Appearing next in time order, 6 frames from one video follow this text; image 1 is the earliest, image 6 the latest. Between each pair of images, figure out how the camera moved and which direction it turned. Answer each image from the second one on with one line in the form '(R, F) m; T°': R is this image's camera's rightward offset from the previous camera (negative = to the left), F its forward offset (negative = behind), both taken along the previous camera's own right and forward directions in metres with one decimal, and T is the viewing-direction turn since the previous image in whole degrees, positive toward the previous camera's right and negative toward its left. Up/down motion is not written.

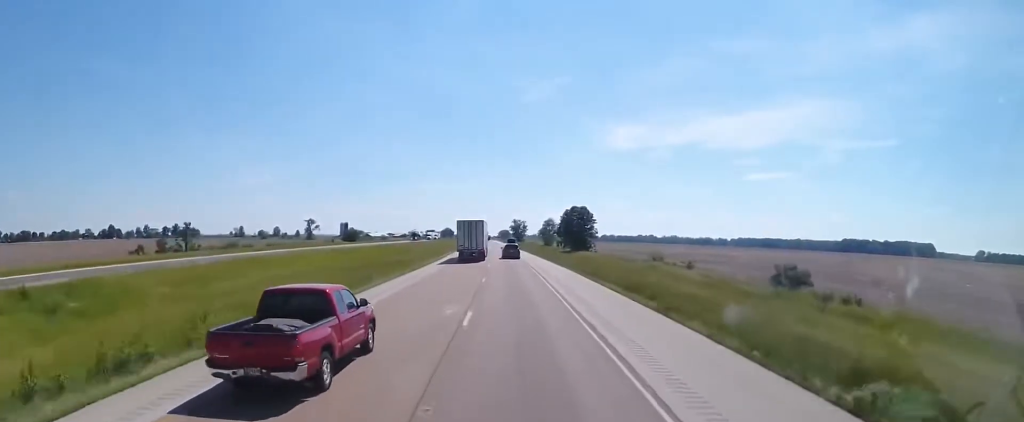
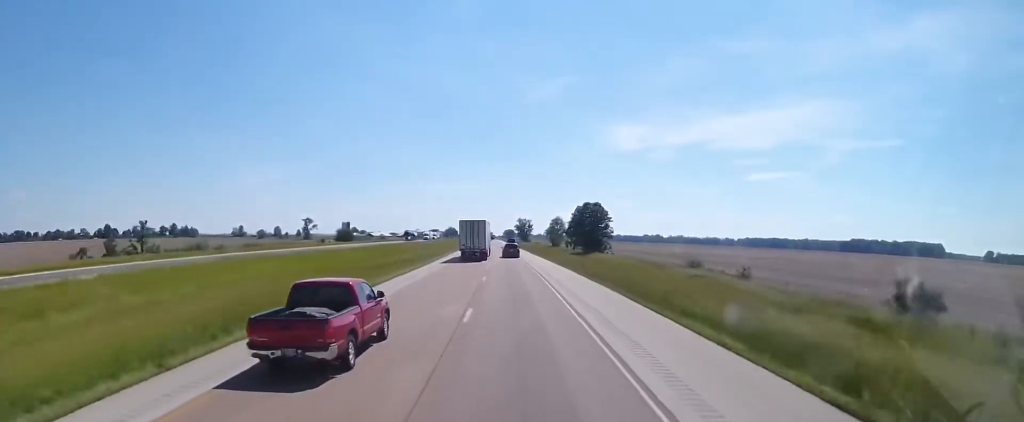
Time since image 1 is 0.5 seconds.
(0.0, +14.8) m; 0°
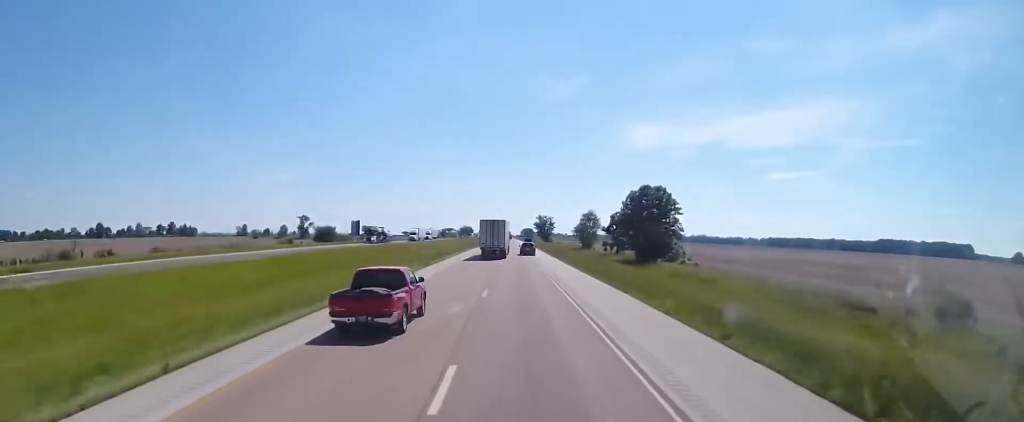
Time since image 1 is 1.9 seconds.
(-0.3, +40.1) m; -1°
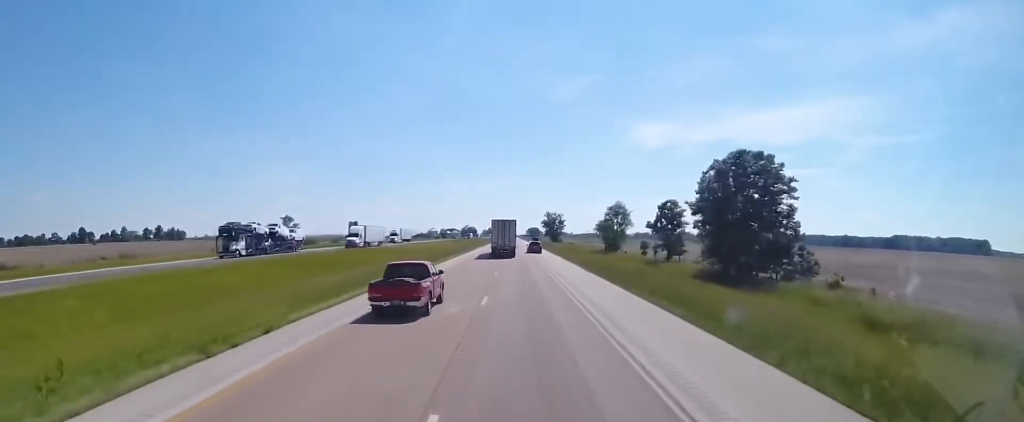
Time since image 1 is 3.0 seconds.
(-0.4, +34.4) m; -1°
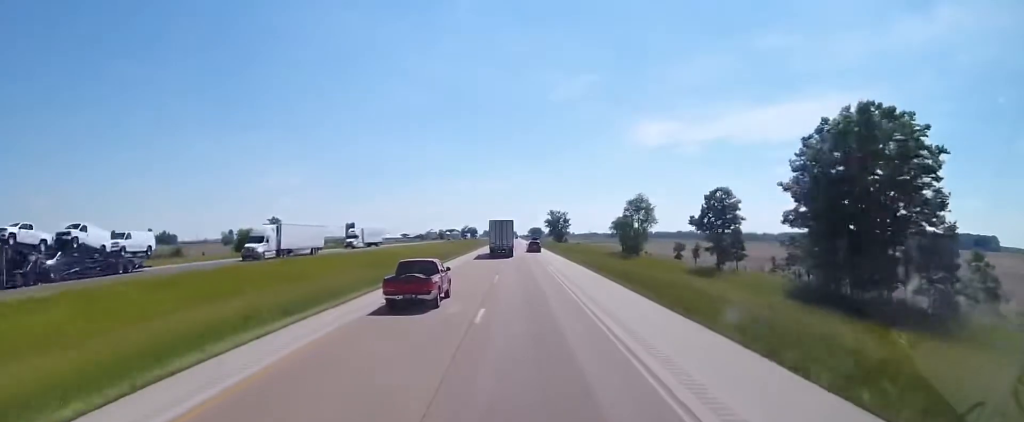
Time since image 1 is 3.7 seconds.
(0.0, +19.6) m; -1°
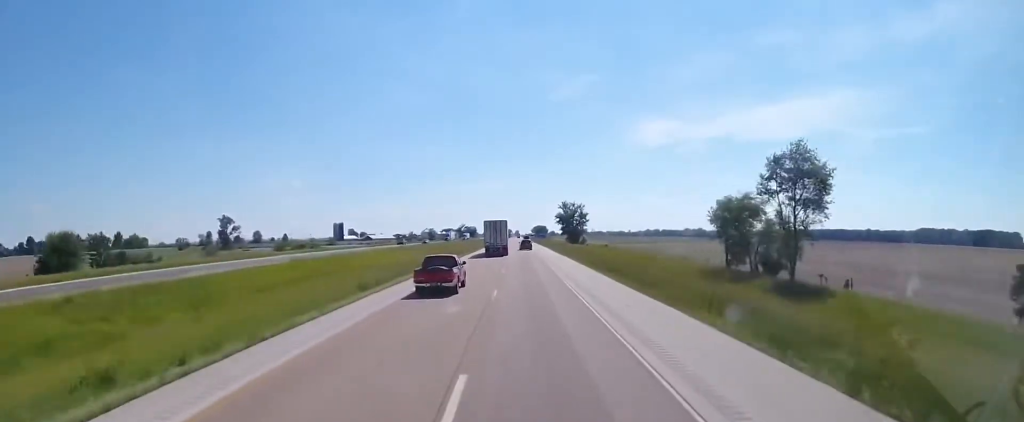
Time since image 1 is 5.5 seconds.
(-0.5, +56.6) m; 0°
